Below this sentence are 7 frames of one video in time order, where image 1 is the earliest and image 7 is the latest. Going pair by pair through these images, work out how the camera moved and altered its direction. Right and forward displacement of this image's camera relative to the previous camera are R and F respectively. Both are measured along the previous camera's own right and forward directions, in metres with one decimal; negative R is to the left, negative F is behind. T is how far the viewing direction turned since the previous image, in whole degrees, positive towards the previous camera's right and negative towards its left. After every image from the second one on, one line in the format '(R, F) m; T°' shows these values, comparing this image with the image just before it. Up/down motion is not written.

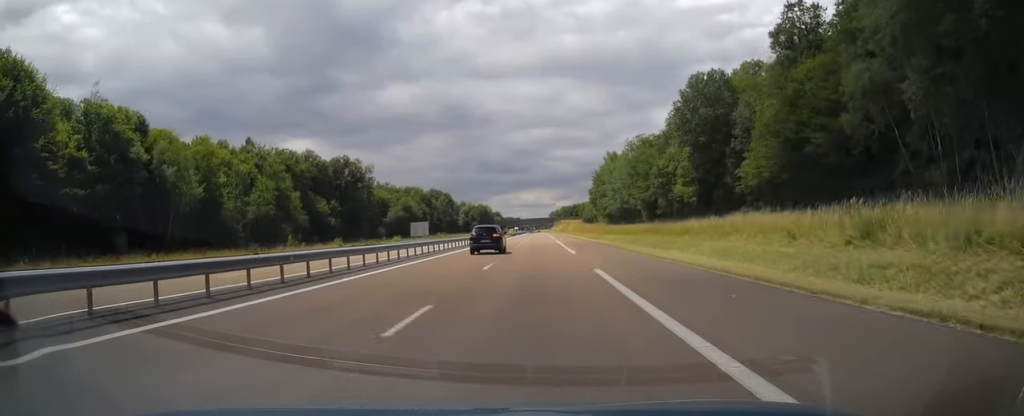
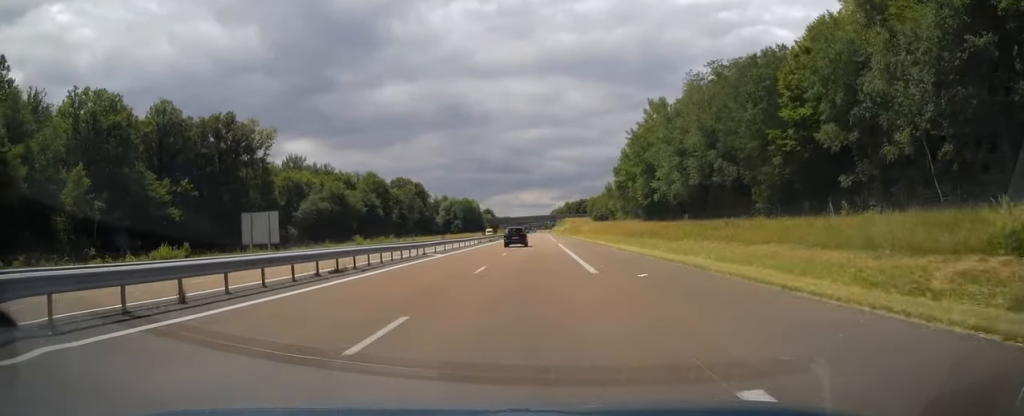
(-0.3, +67.0) m; 0°
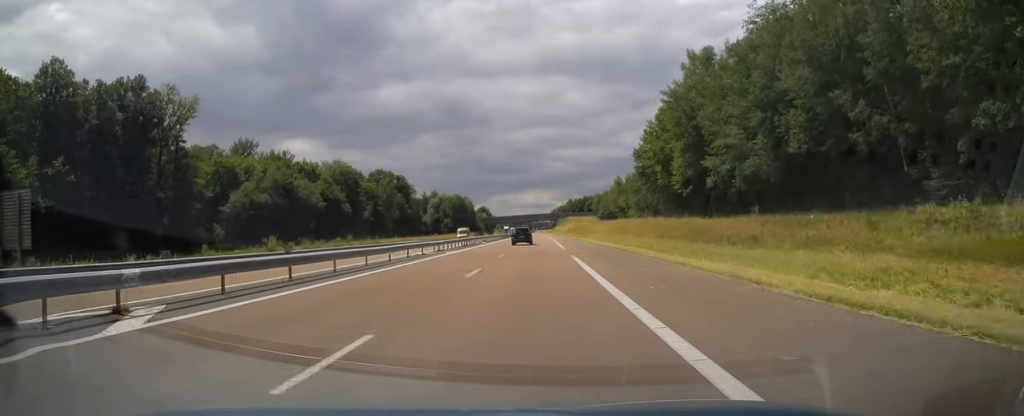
(+0.1, +28.1) m; 0°
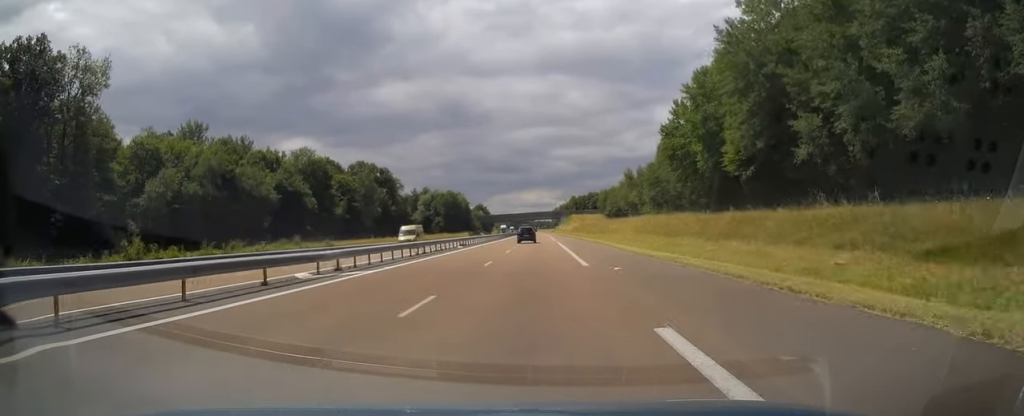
(+0.1, +21.6) m; 0°
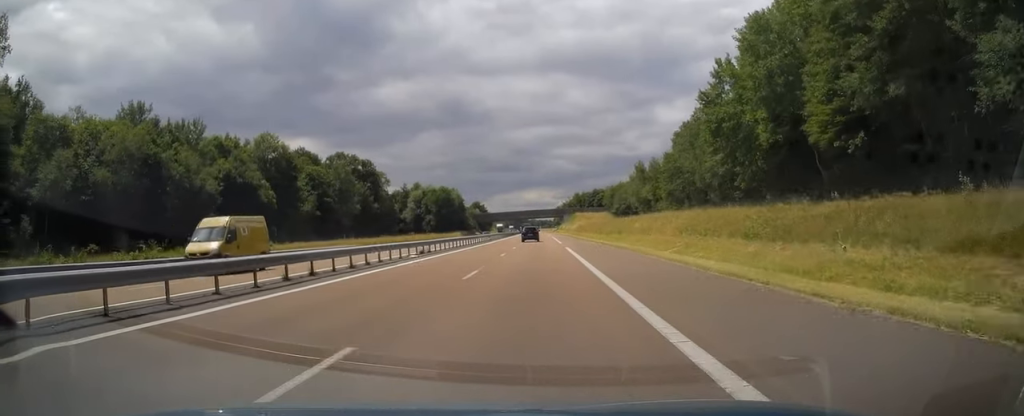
(-0.1, +18.7) m; 0°
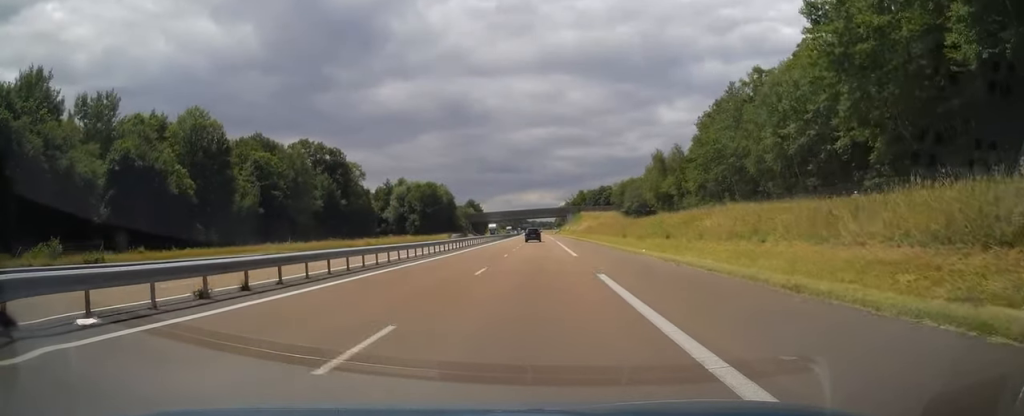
(-0.1, +24.7) m; 0°
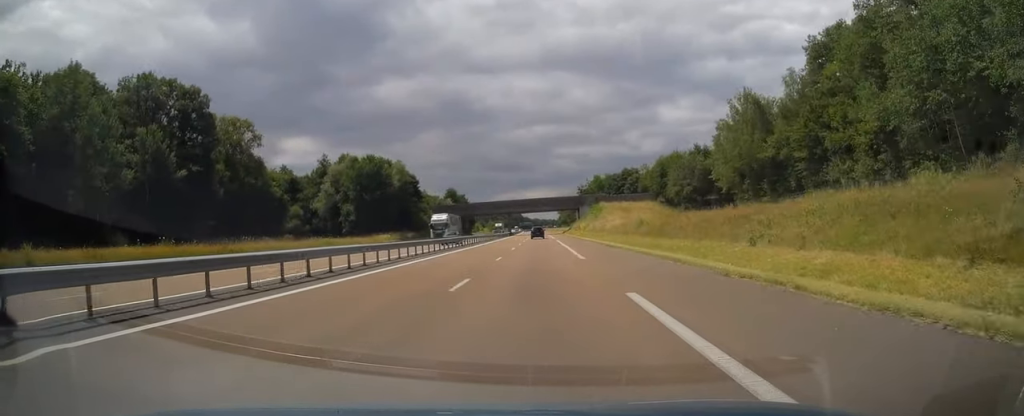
(-0.1, +58.0) m; 0°
